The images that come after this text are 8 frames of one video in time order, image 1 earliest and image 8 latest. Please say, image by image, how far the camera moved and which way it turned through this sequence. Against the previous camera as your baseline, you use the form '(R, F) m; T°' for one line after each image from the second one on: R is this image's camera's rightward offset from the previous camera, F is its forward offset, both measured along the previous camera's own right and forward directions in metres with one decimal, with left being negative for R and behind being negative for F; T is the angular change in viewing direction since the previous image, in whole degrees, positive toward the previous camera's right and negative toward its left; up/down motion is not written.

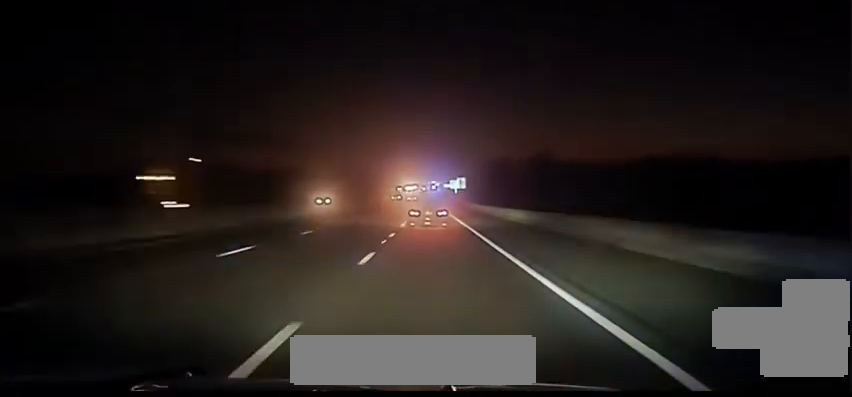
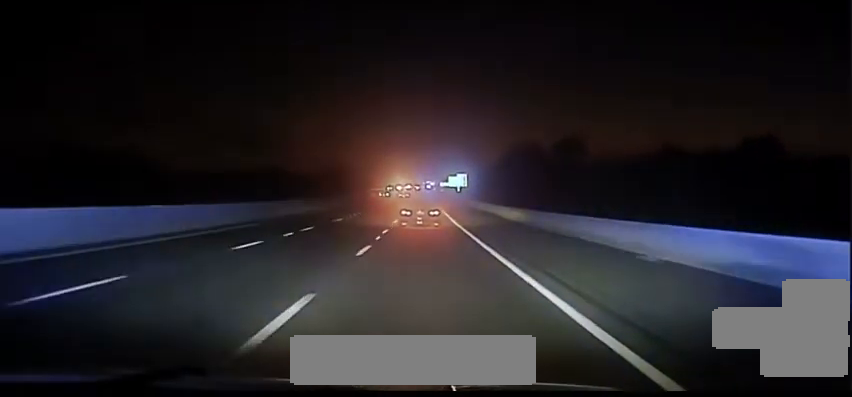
(+0.2, +50.5) m; 0°
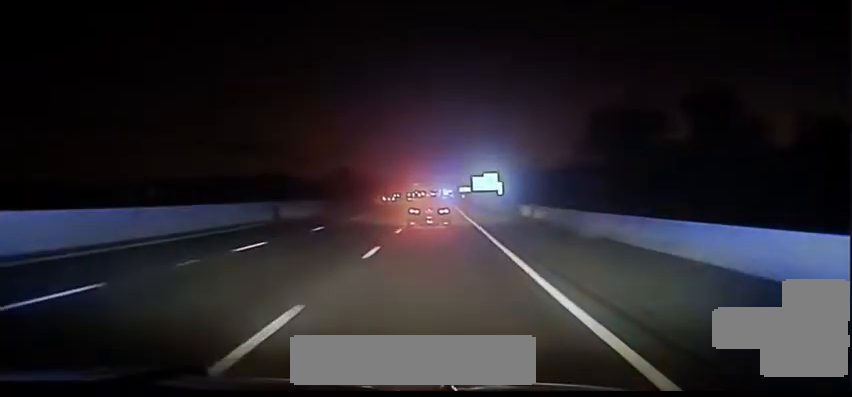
(+0.1, +64.5) m; 0°
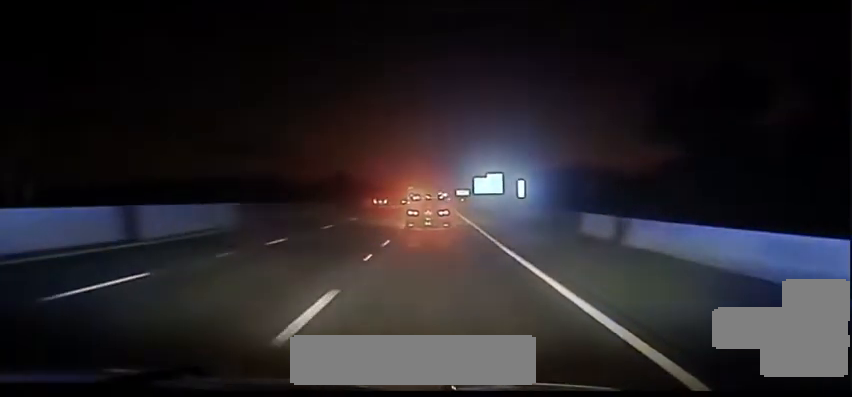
(0.0, +22.9) m; 0°
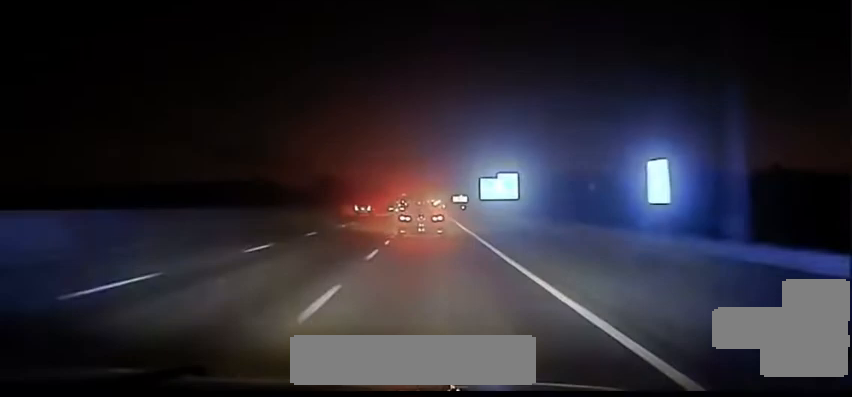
(0.0, +36.0) m; 0°
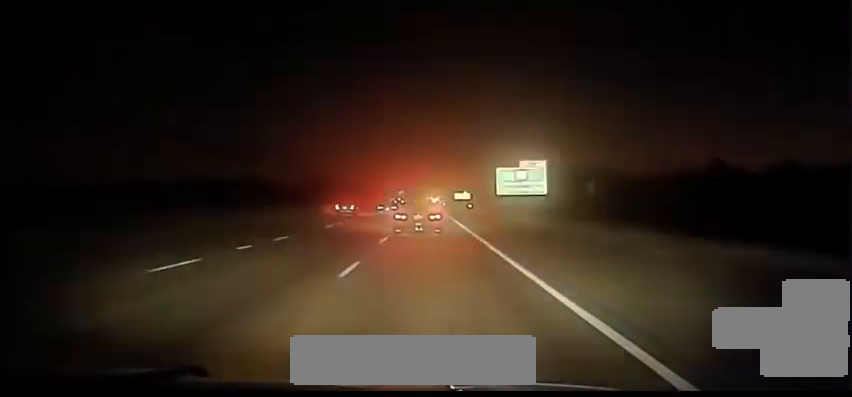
(0.0, +29.0) m; 0°
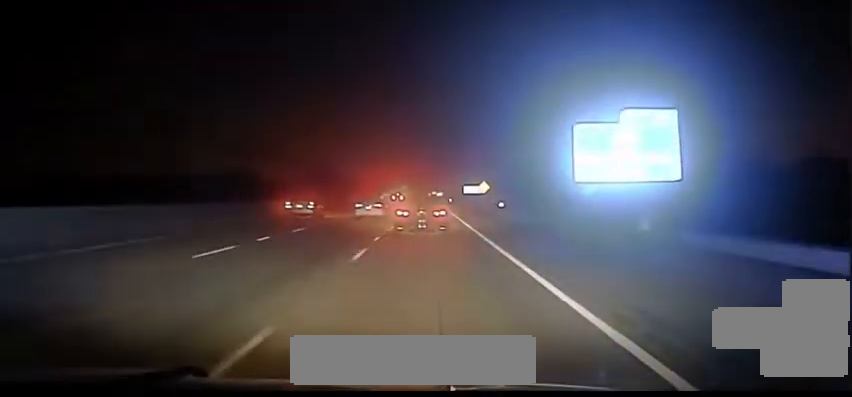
(0.0, +44.0) m; 0°
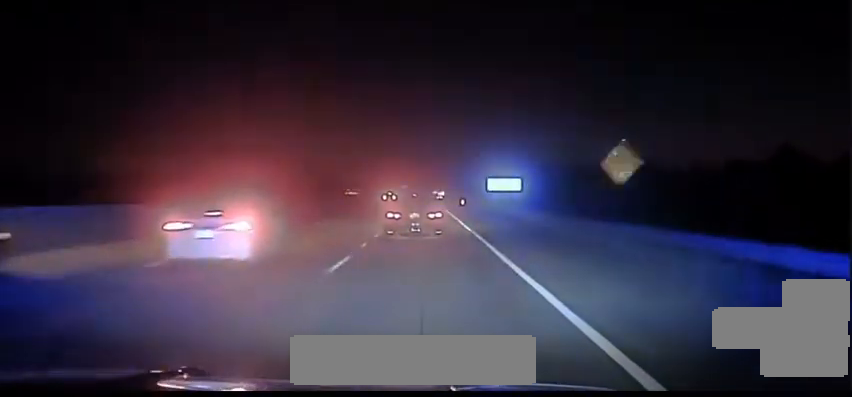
(-0.3, +69.2) m; 0°
